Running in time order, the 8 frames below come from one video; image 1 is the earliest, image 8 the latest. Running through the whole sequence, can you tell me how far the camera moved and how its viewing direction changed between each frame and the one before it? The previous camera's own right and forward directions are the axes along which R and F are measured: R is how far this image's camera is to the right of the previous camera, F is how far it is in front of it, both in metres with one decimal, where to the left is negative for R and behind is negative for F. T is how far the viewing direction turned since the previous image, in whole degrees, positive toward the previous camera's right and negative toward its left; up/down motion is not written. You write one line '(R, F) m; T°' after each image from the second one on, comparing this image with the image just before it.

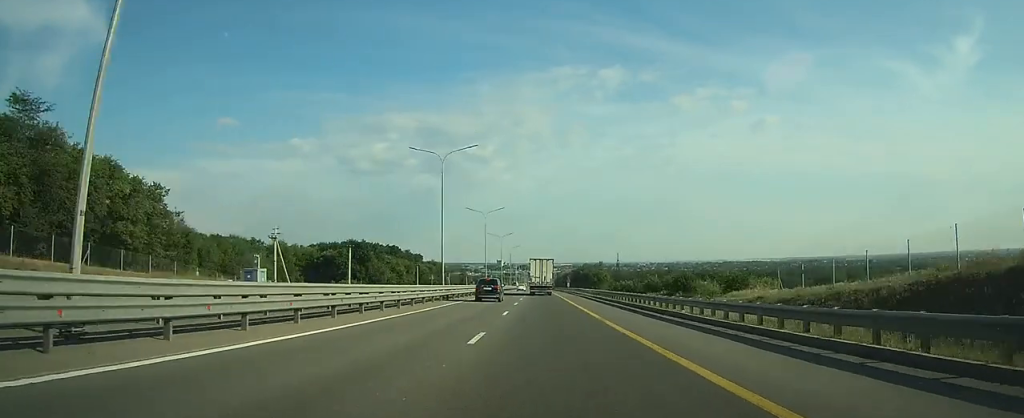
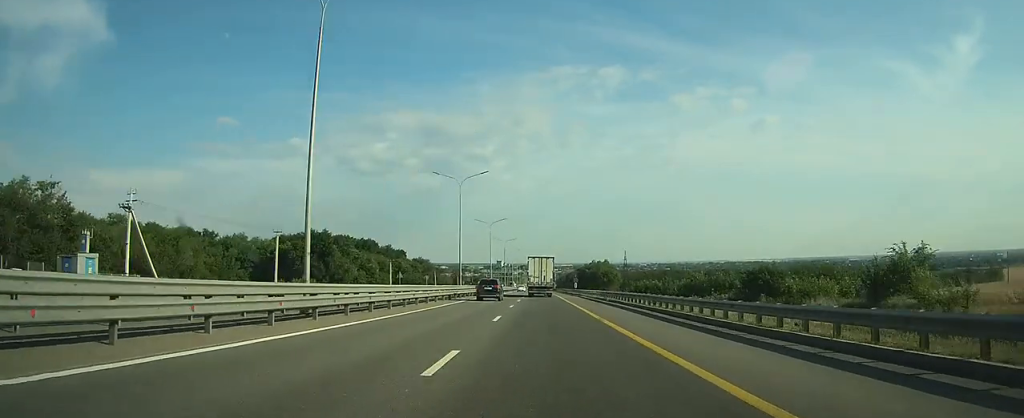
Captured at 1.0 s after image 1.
(0.0, +28.6) m; 0°
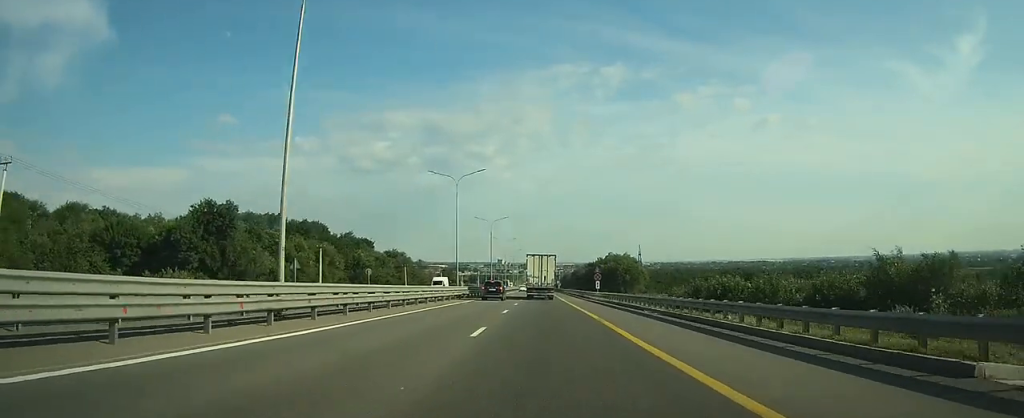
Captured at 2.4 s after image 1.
(0.0, +42.2) m; 0°
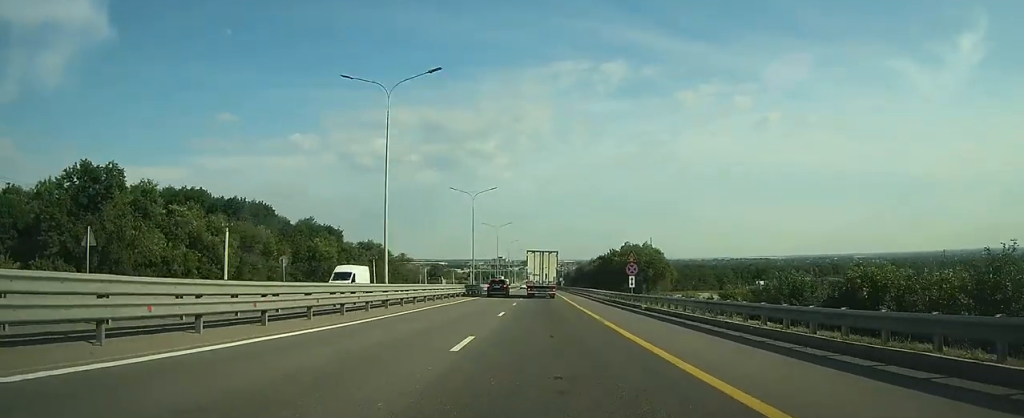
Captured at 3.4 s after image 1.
(-0.1, +27.7) m; 0°
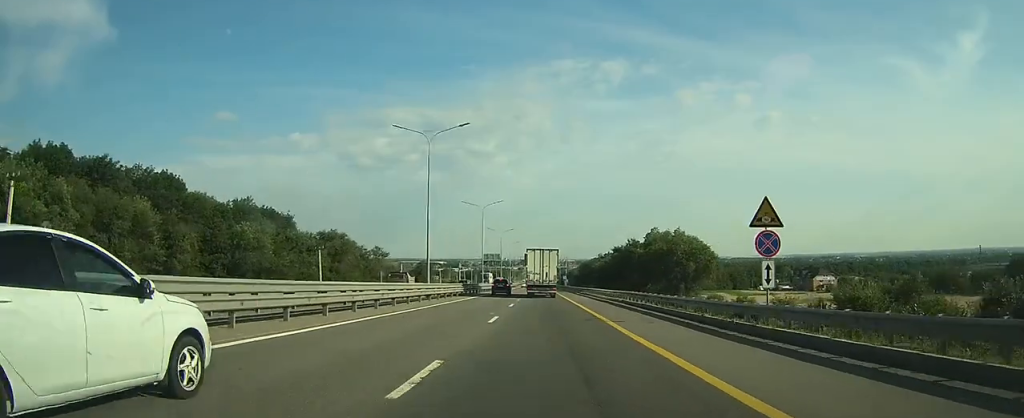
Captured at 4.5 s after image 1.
(-0.1, +29.4) m; 0°
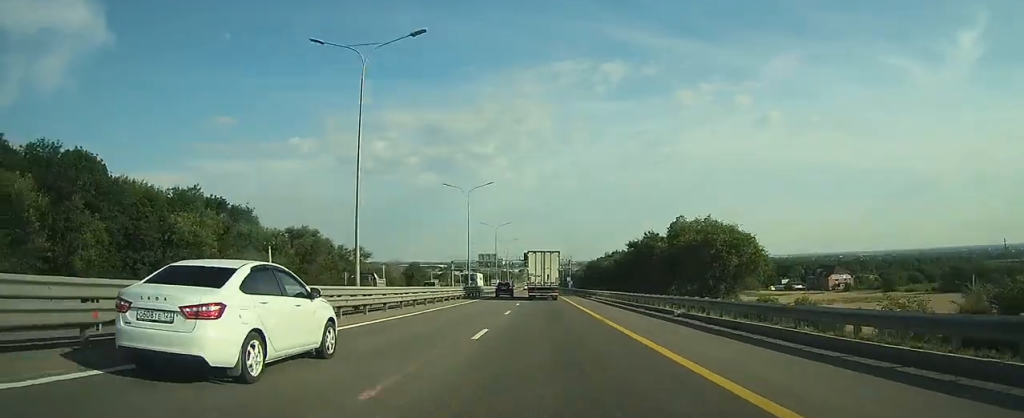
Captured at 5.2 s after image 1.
(0.0, +17.2) m; 0°
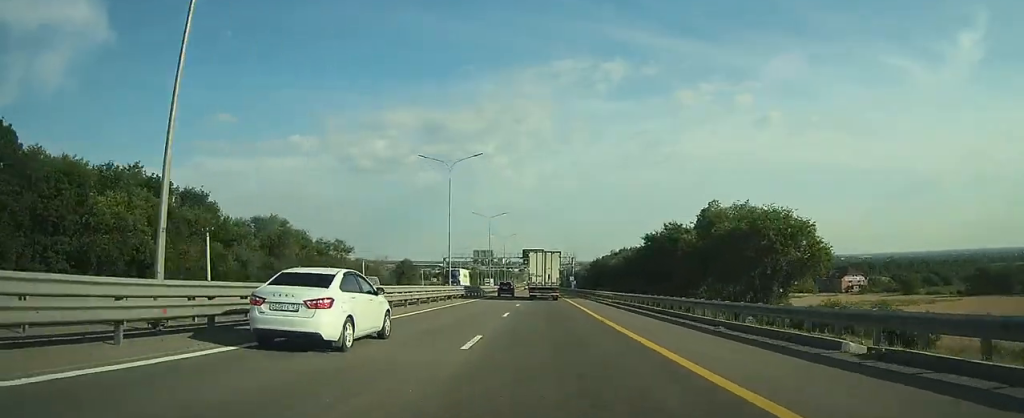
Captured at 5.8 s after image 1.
(0.0, +14.3) m; 0°
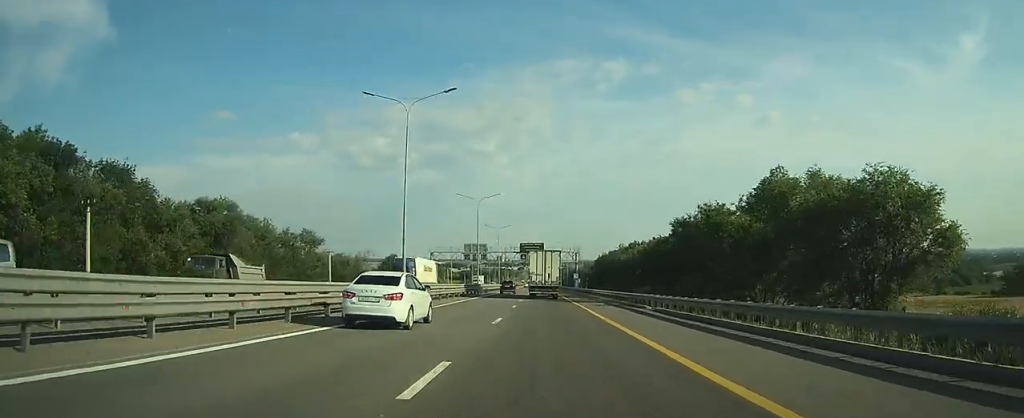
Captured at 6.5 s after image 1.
(+0.1, +17.4) m; 0°
